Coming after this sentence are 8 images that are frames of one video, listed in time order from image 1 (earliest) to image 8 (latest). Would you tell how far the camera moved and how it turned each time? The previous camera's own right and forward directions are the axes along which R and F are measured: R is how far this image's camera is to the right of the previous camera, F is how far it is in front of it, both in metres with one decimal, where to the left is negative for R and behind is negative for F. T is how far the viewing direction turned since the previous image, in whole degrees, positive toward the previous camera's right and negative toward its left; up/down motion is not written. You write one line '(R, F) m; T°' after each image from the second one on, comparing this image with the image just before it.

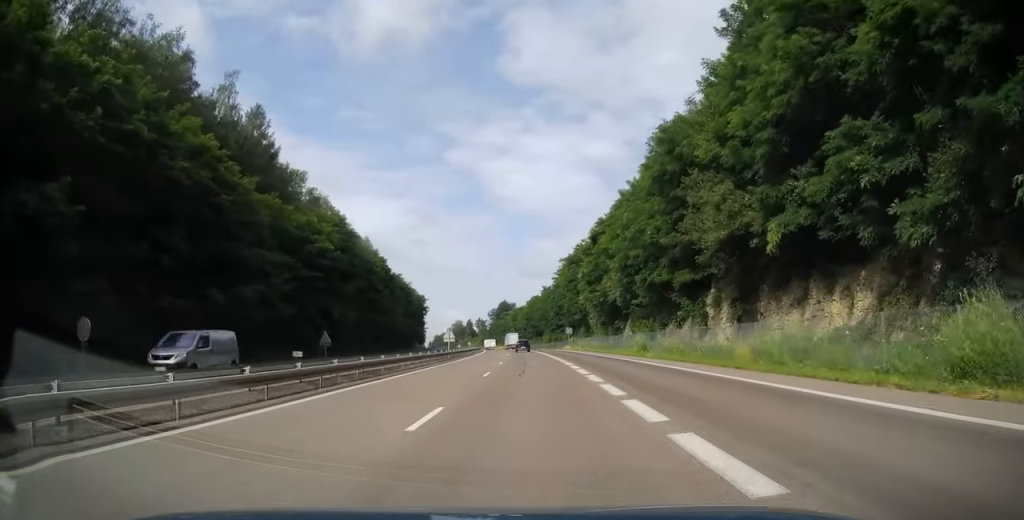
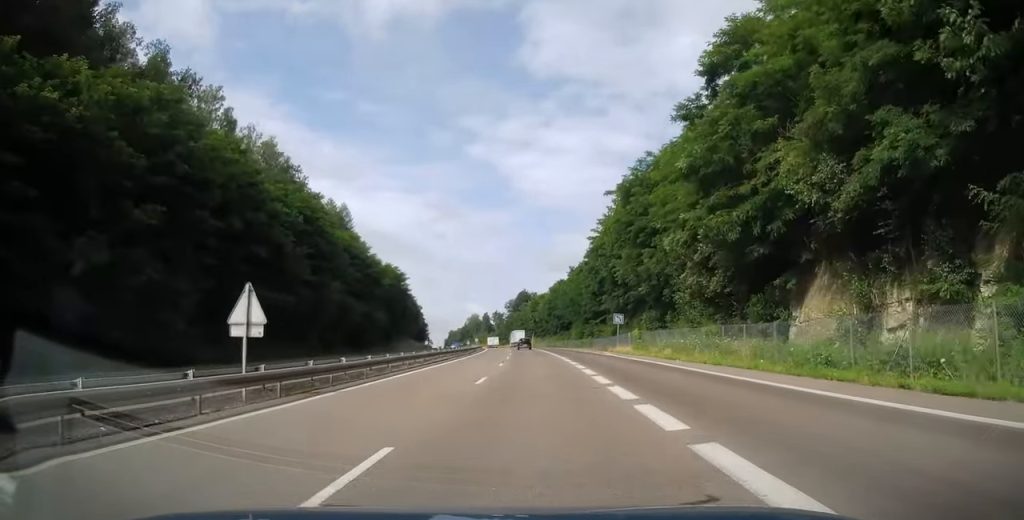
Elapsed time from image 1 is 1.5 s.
(-1.2, +44.0) m; -2°
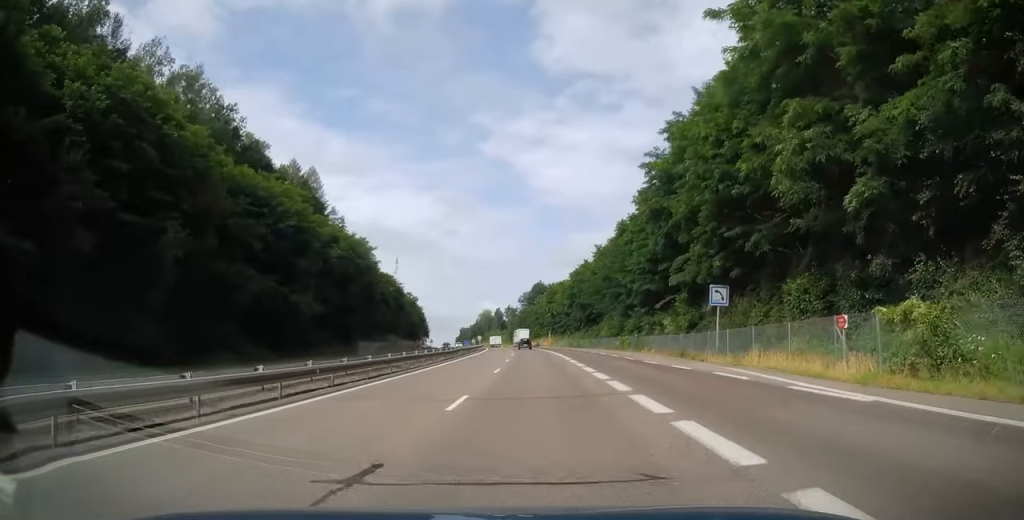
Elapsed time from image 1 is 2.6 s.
(-0.3, +32.7) m; -2°
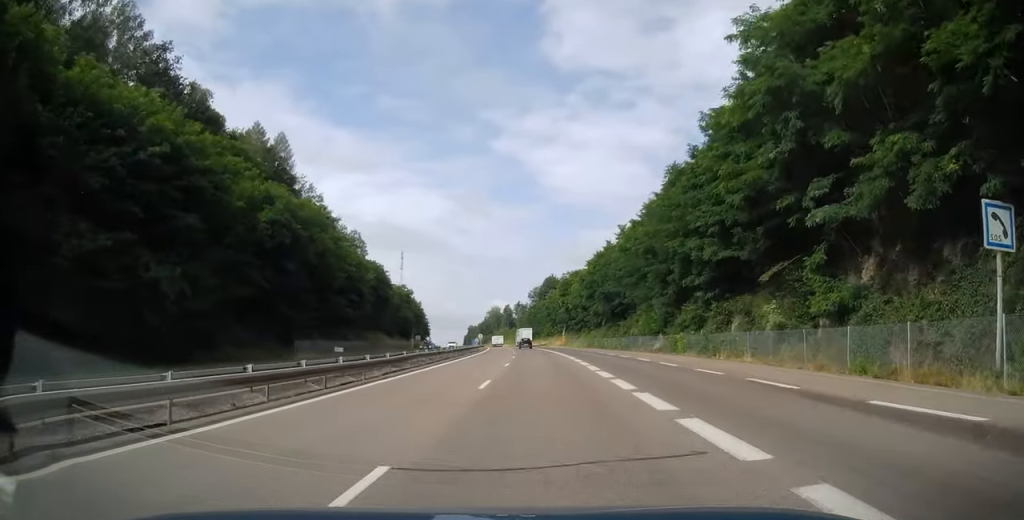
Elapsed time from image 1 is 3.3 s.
(-0.5, +21.4) m; -1°
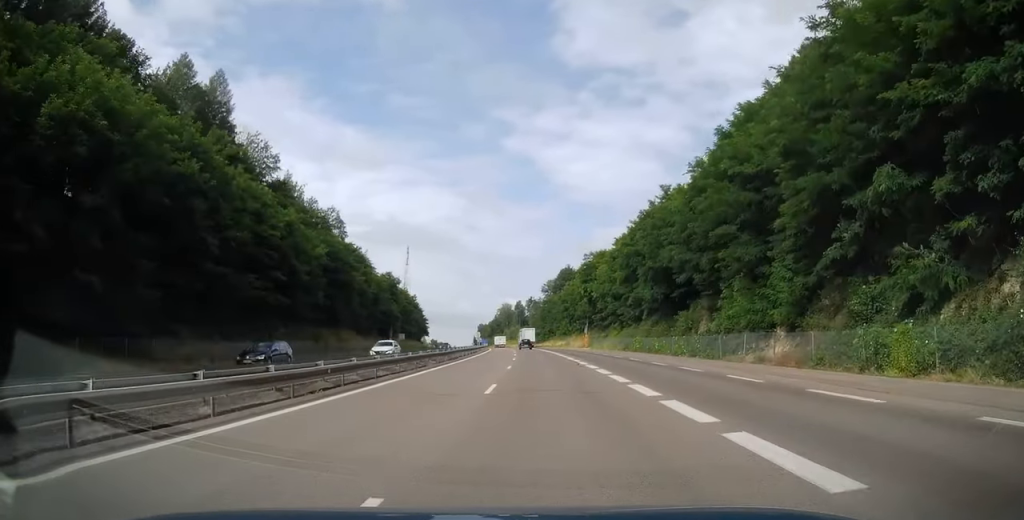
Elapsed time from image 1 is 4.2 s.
(0.0, +27.2) m; -1°
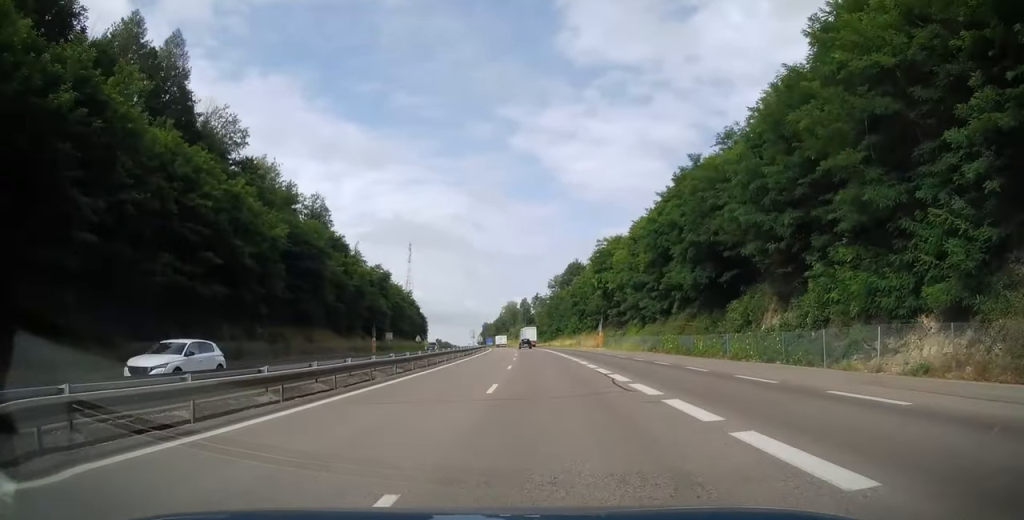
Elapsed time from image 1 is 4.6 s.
(0.0, +12.8) m; 0°
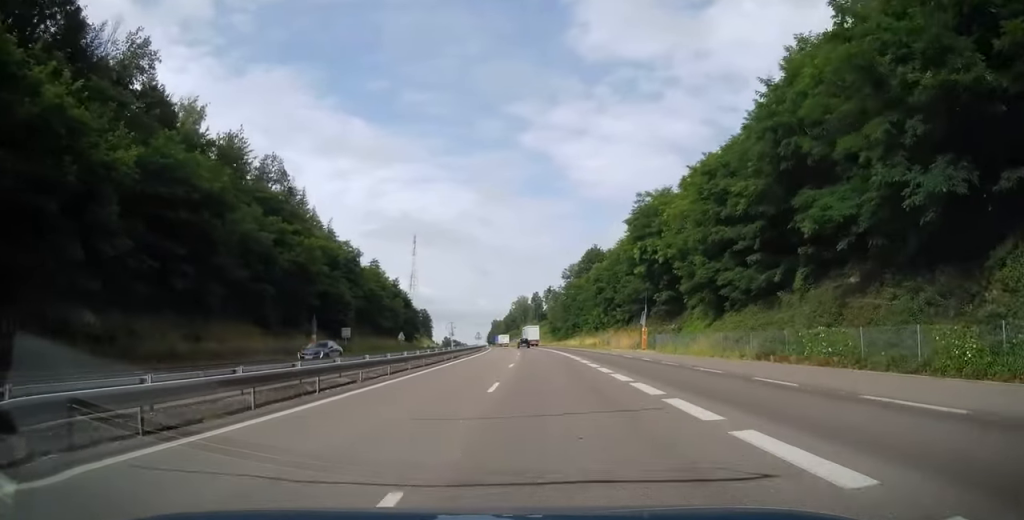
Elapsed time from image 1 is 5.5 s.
(-0.3, +25.7) m; -2°
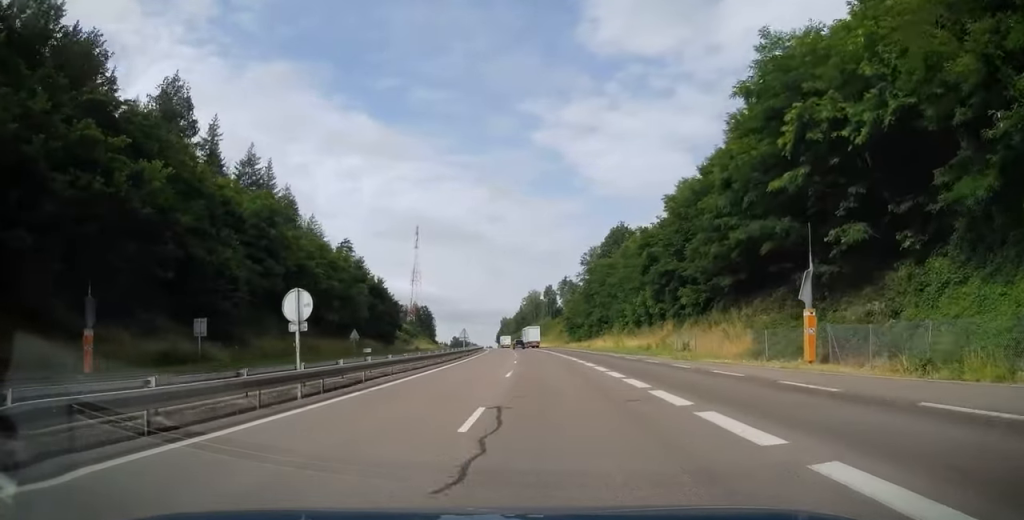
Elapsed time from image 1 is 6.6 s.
(-0.5, +32.2) m; -1°
